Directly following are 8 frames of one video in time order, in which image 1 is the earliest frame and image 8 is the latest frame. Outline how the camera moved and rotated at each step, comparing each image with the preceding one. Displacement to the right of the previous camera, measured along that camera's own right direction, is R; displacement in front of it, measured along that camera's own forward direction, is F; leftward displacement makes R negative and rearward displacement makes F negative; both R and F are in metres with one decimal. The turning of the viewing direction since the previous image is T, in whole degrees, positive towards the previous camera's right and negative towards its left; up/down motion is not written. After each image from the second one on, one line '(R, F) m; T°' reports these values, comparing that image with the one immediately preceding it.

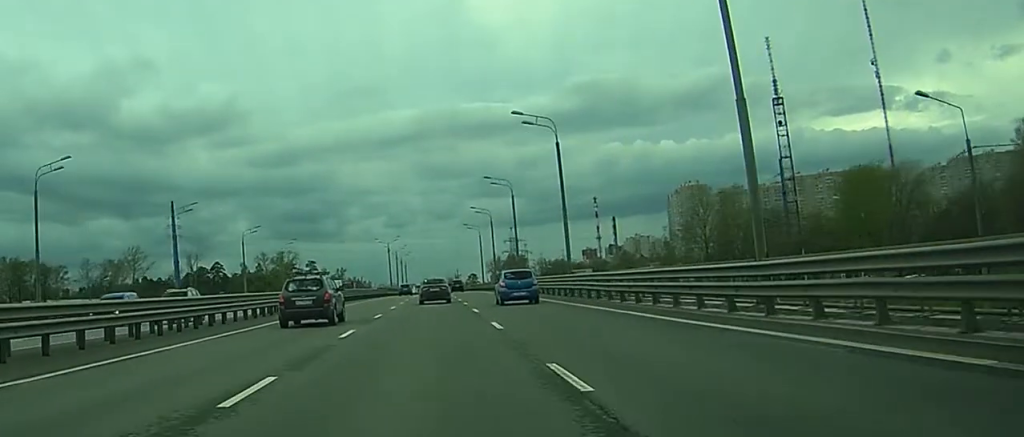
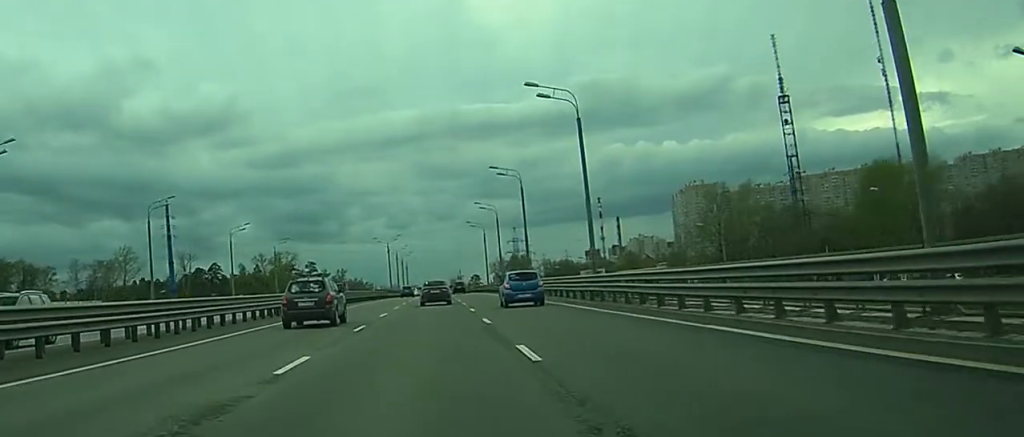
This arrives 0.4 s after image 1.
(+0.1, +8.6) m; 0°
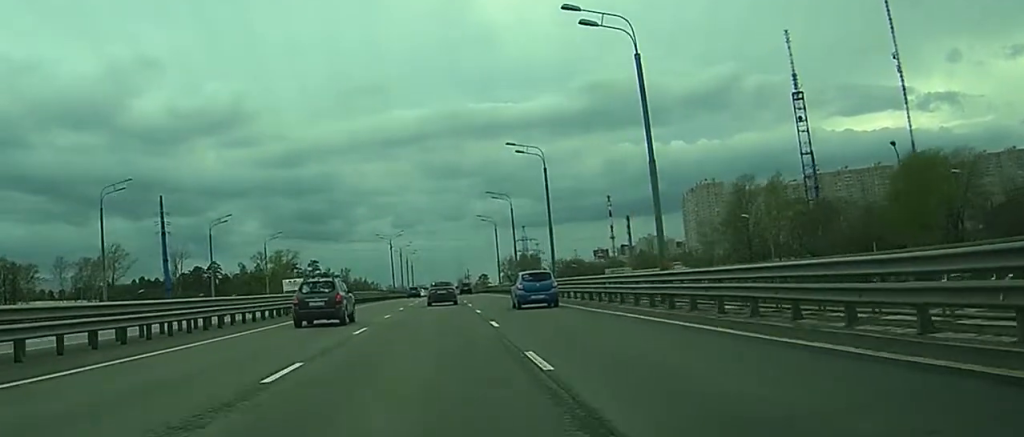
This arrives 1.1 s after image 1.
(+0.1, +13.8) m; +1°
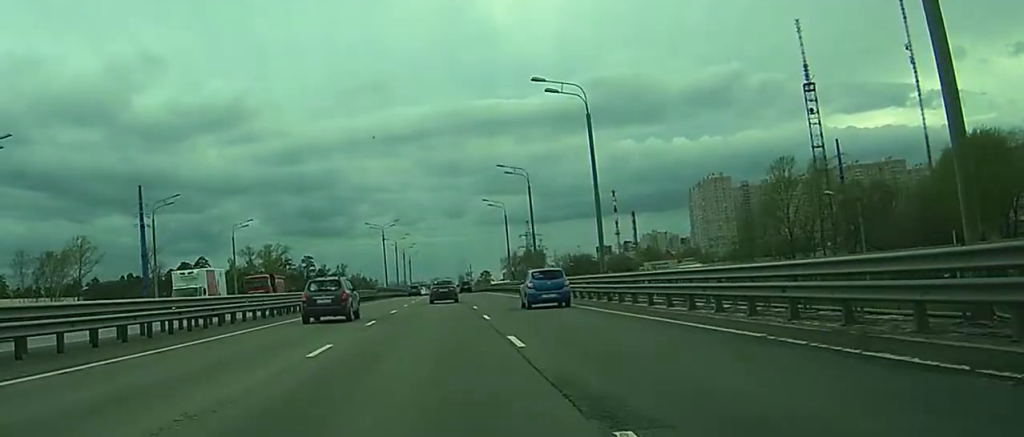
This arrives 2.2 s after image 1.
(+0.1, +20.3) m; +1°
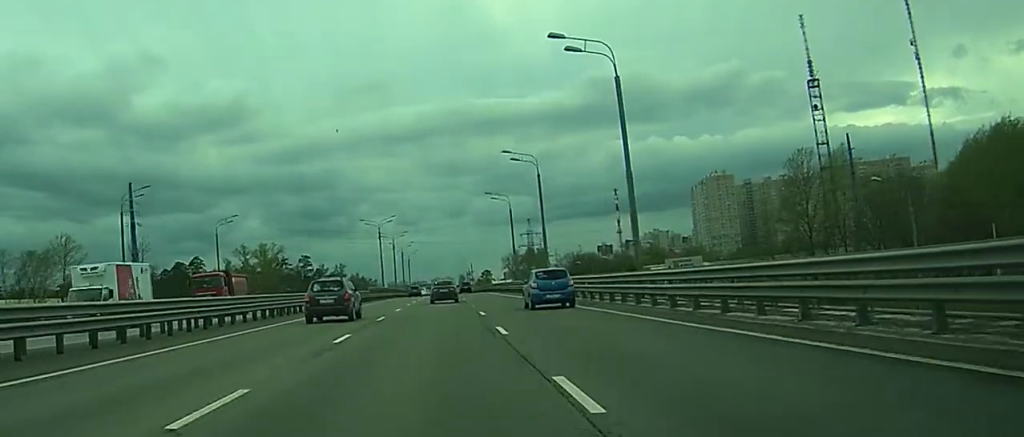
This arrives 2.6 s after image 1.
(+0.1, +8.0) m; +1°
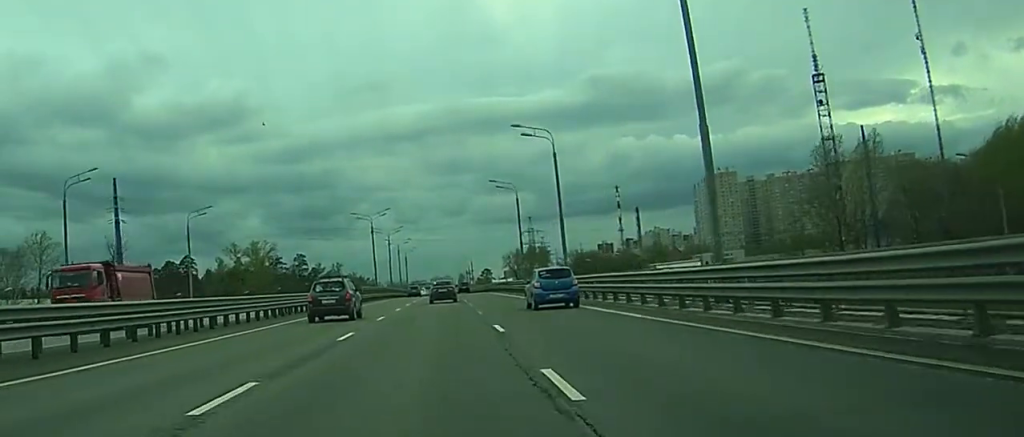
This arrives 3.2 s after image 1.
(+0.1, +10.8) m; +1°
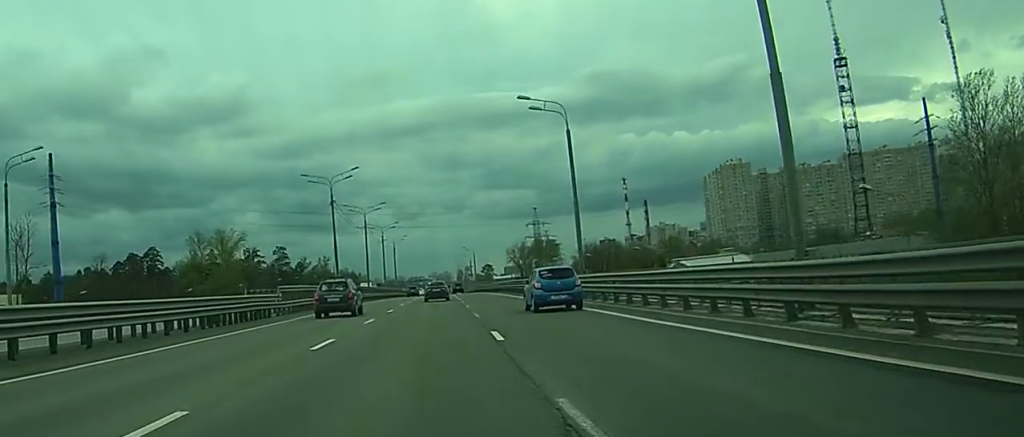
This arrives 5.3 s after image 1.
(-0.2, +33.4) m; -1°
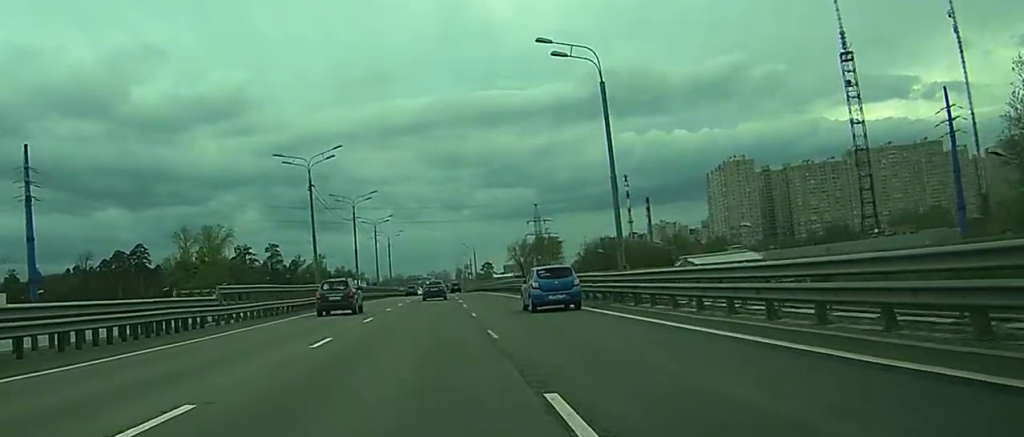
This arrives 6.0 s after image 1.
(0.0, +8.7) m; 0°
